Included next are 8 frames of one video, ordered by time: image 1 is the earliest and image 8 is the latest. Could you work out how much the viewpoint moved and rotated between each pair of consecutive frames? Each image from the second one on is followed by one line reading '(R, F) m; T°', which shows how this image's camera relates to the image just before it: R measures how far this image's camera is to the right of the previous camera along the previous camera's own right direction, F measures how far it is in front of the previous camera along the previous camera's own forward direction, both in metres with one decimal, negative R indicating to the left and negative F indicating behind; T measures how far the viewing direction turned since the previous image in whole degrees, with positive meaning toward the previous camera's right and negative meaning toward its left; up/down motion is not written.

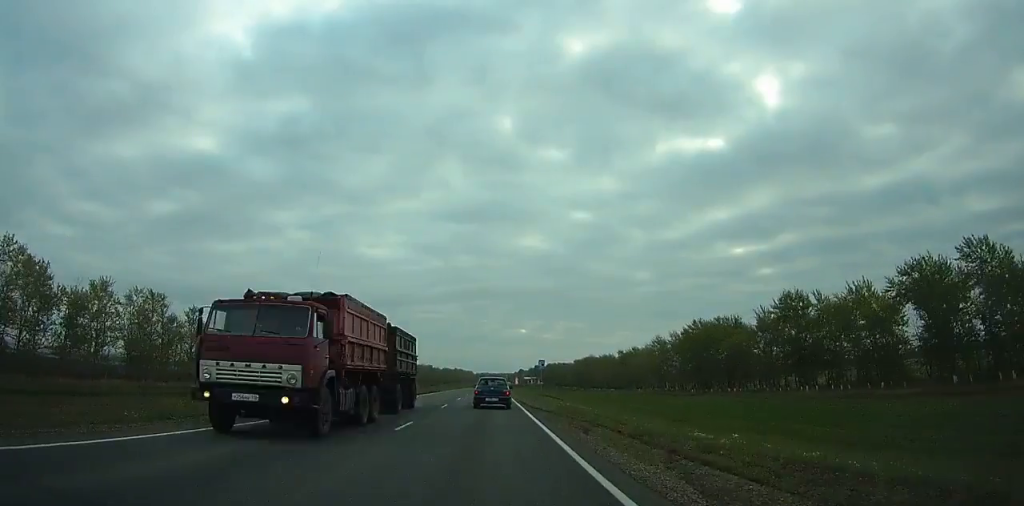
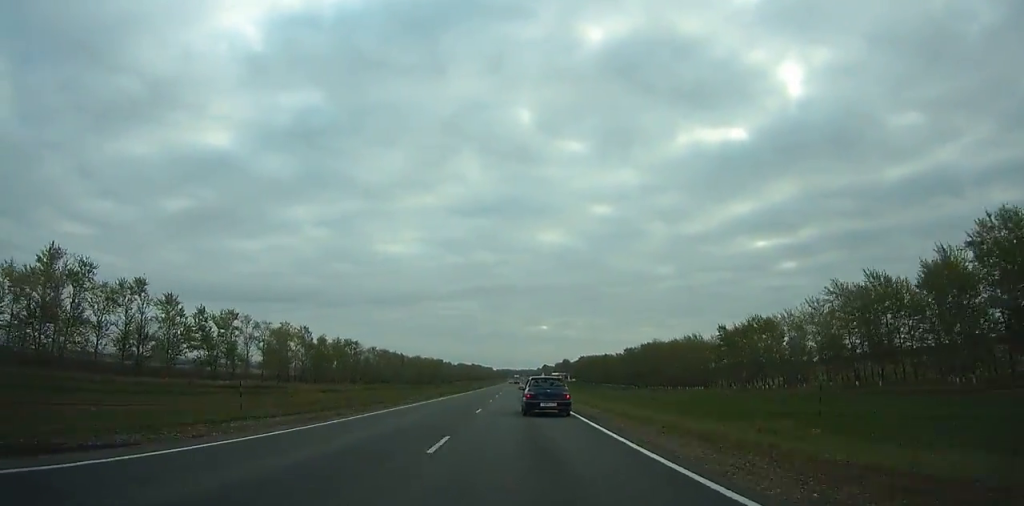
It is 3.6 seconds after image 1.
(-0.5, +76.0) m; +2°
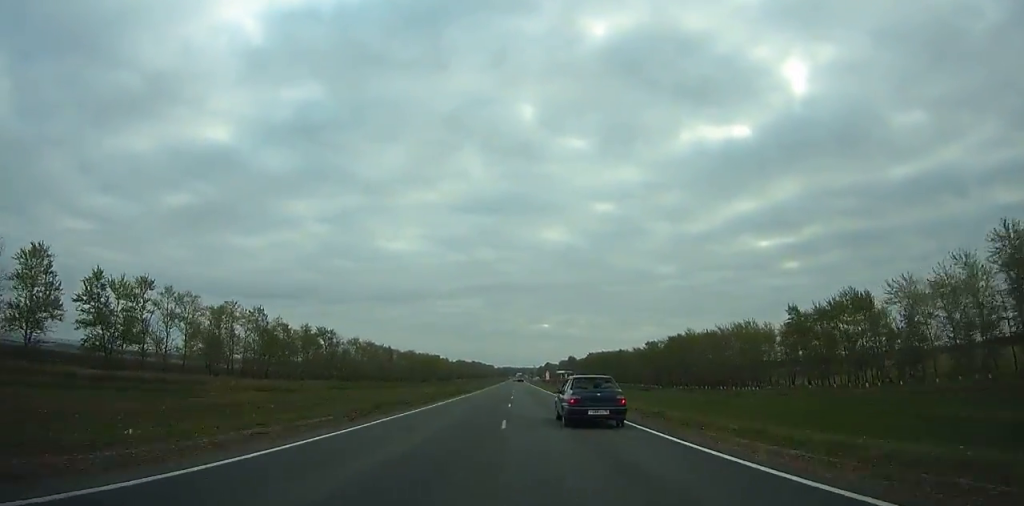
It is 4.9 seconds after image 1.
(-0.1, +28.7) m; 0°
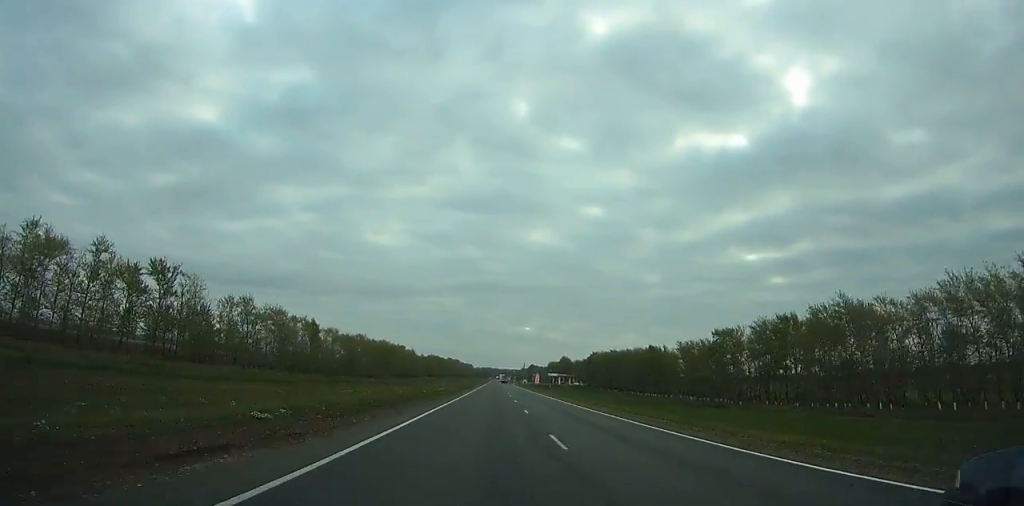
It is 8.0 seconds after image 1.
(+1.5, +72.3) m; -4°
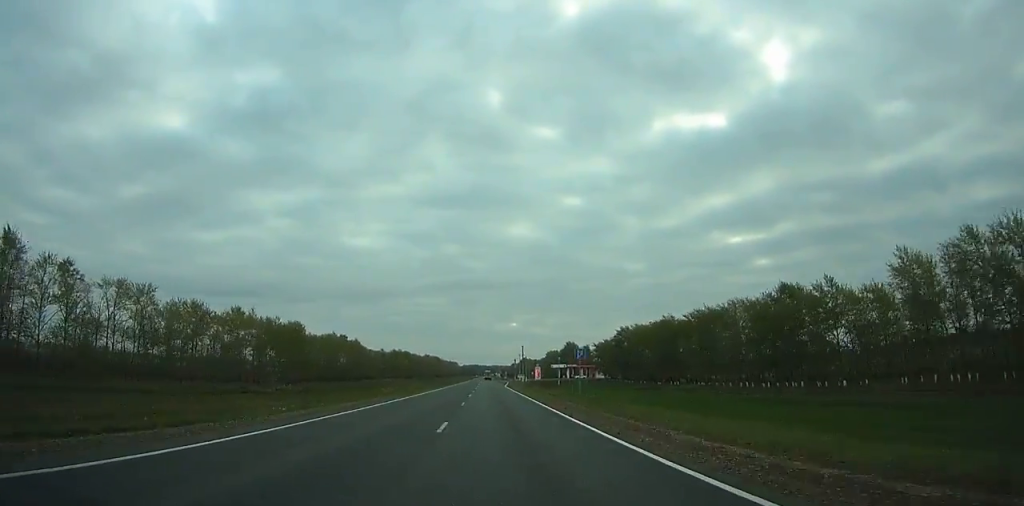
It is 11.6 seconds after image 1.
(-5.8, +89.4) m; -1°
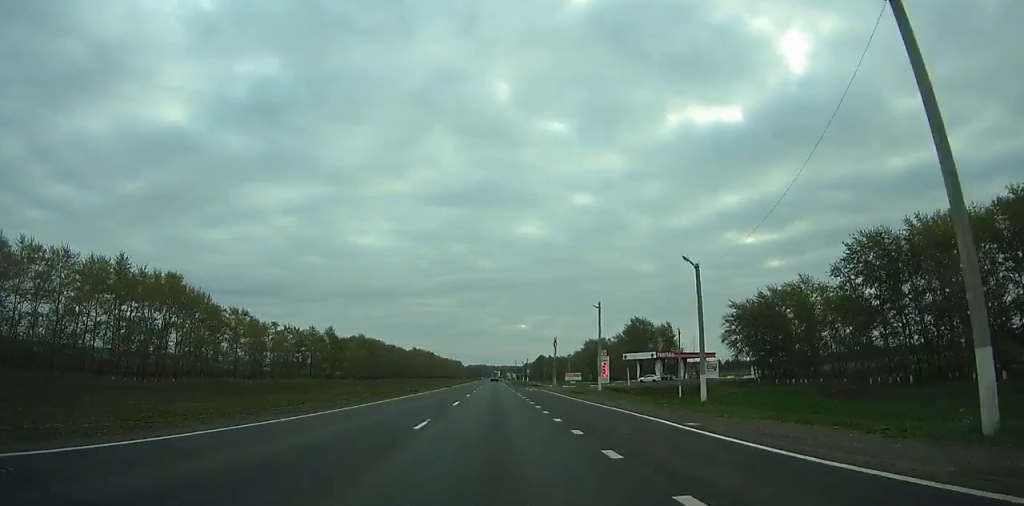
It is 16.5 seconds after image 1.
(+4.8, +124.0) m; +2°
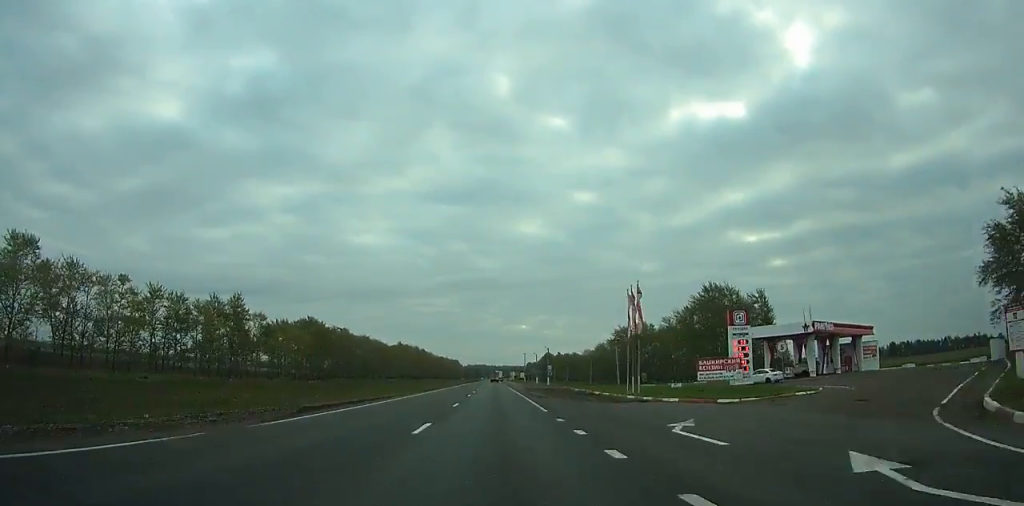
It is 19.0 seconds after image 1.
(0.0, +61.2) m; 0°
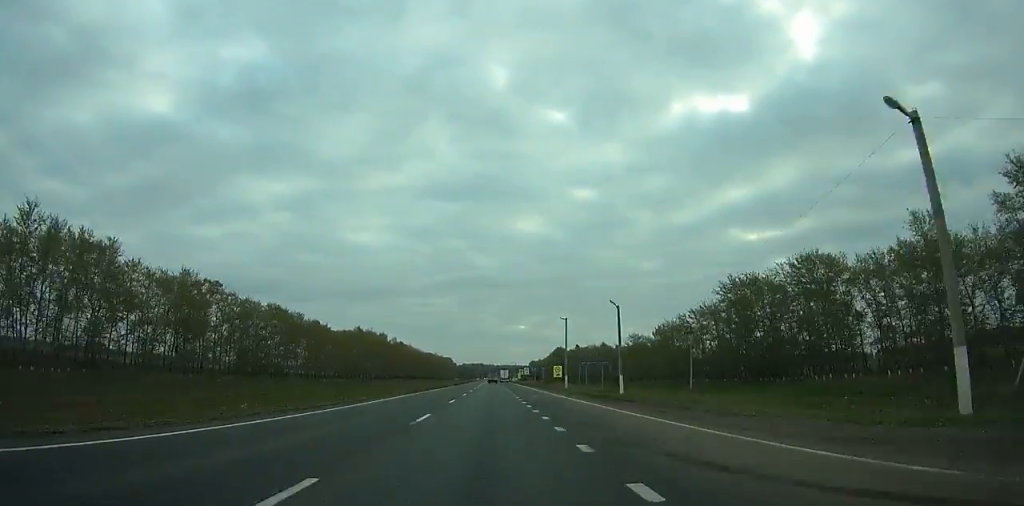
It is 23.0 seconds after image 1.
(+0.3, +92.2) m; 0°
